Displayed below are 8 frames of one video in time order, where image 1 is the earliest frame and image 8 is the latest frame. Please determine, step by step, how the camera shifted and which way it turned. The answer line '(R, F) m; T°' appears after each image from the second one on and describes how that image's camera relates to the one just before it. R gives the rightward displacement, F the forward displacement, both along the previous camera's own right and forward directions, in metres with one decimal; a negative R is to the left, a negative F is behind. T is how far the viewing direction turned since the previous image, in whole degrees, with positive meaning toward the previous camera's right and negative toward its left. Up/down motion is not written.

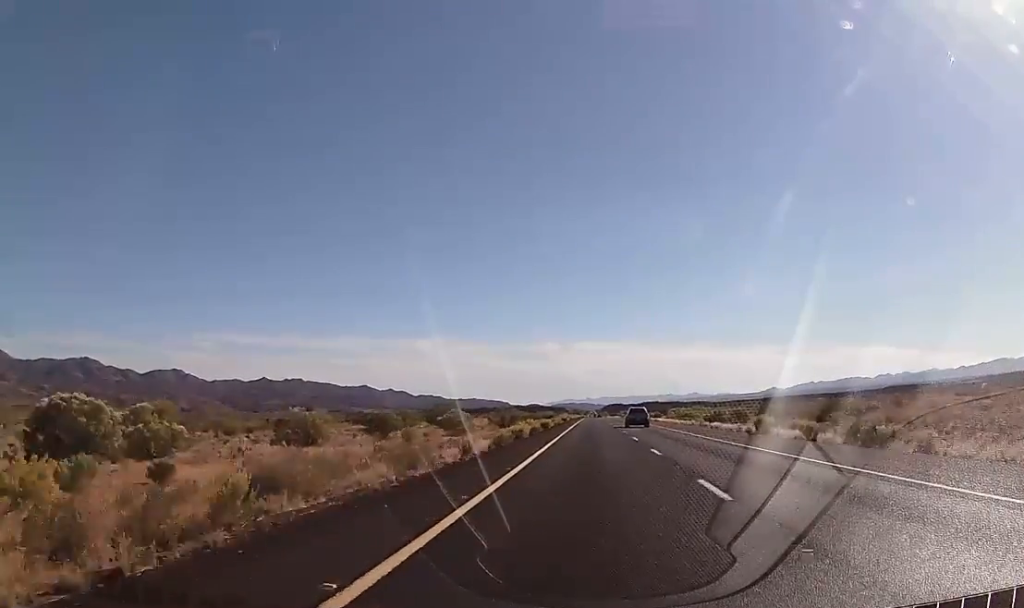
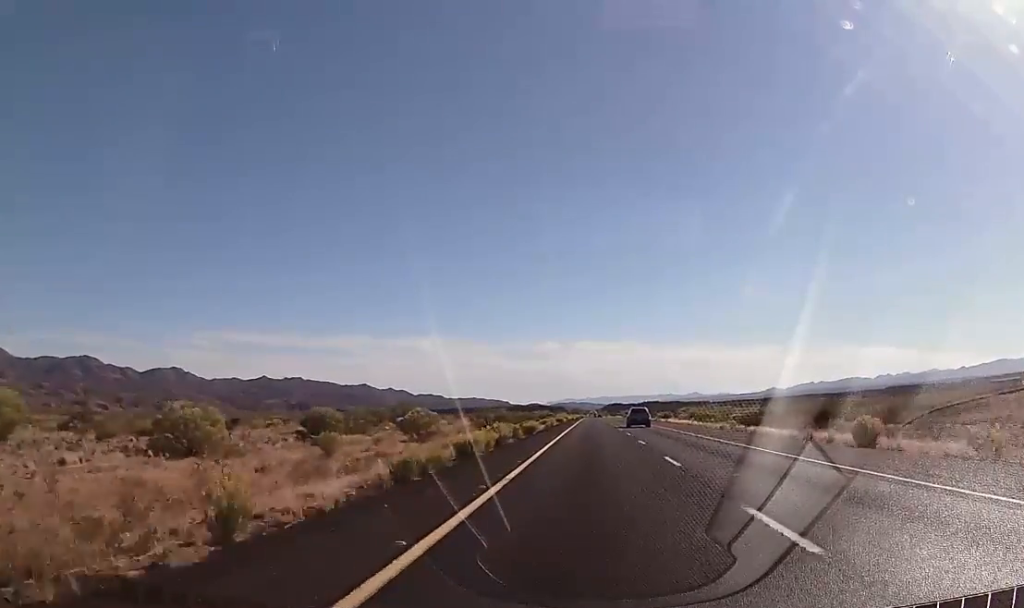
(-0.1, +16.5) m; 0°
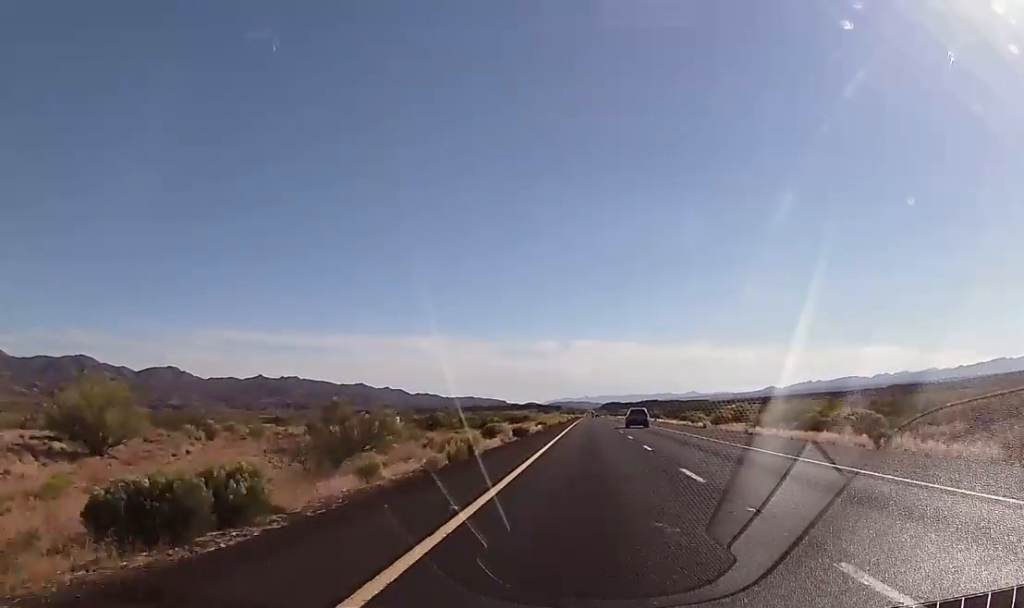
(+0.2, +52.0) m; 0°
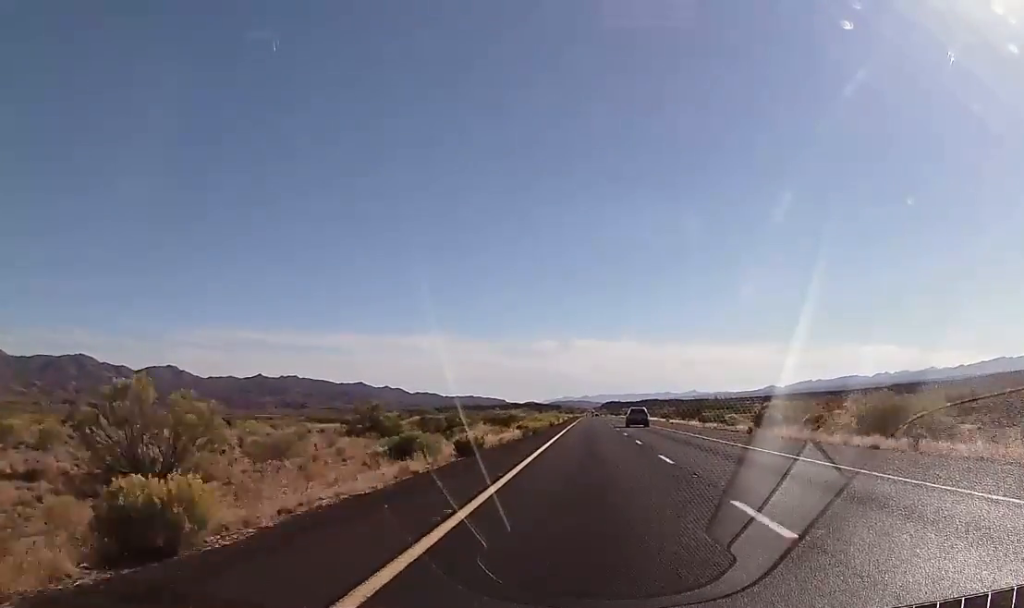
(-0.2, +19.1) m; 0°
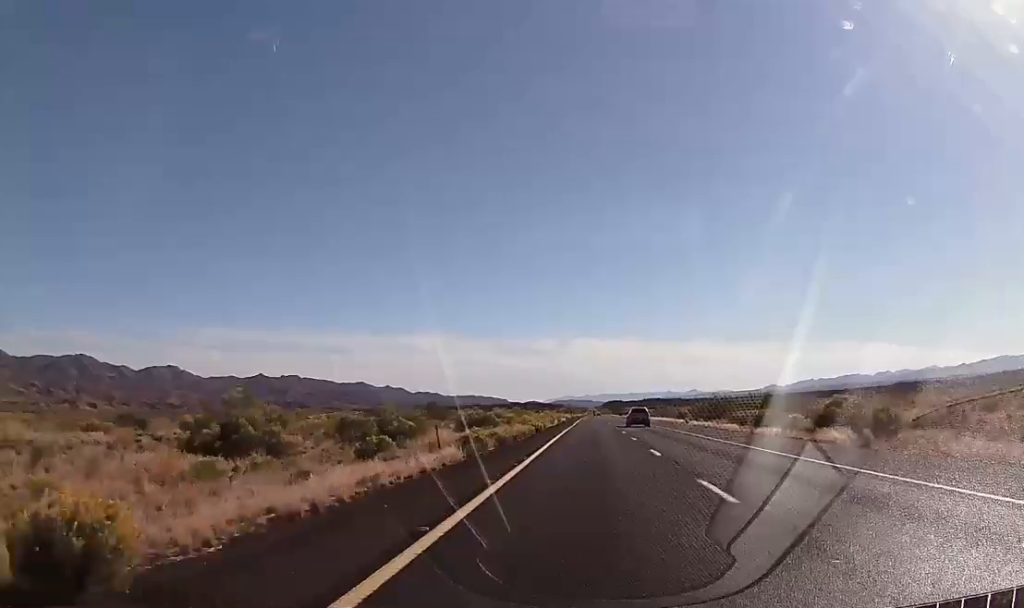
(+0.2, +20.3) m; 0°
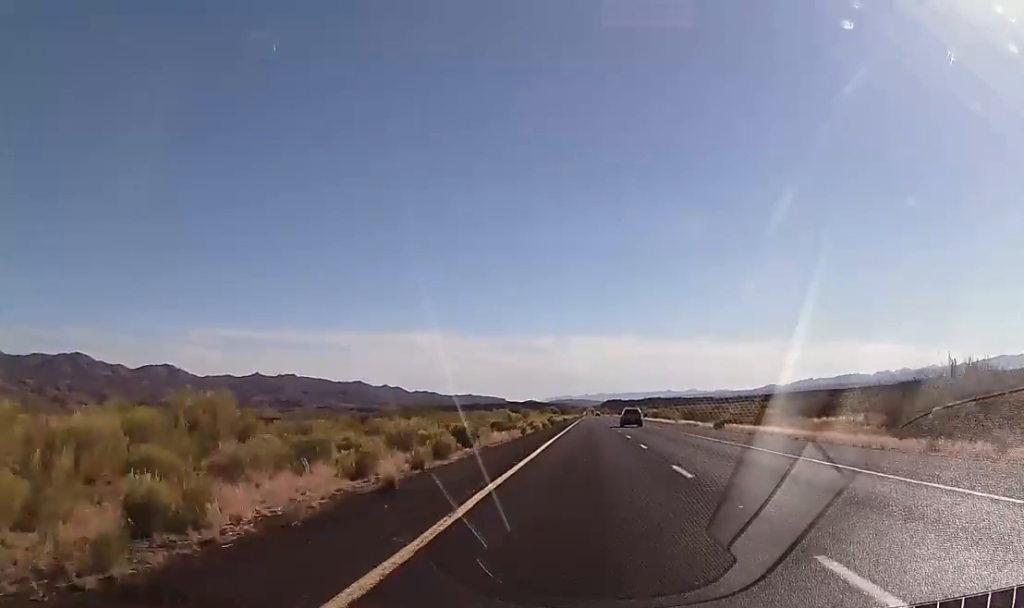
(-0.5, +79.7) m; 0°
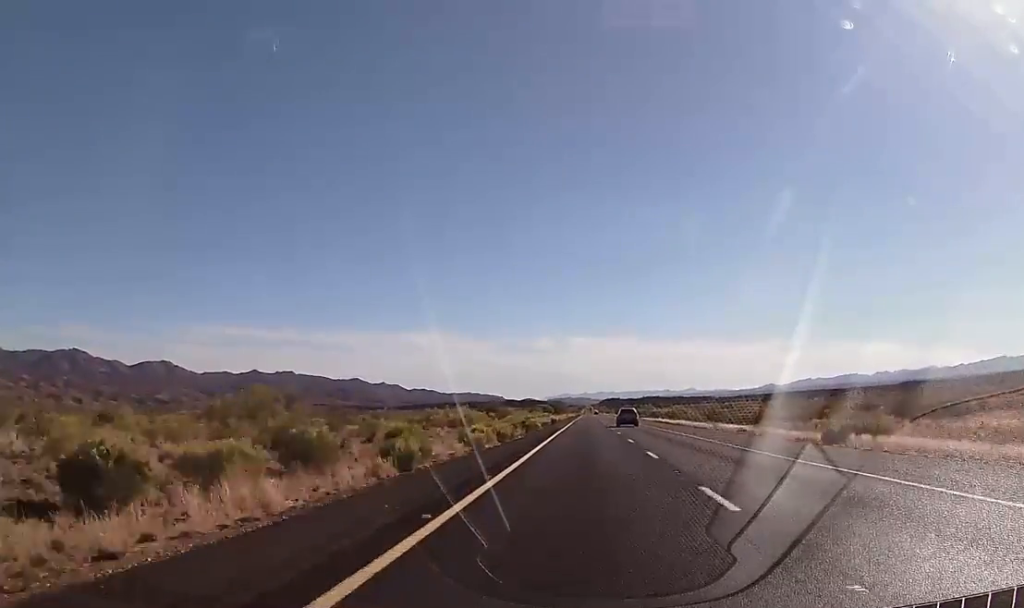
(+0.1, +29.1) m; 0°
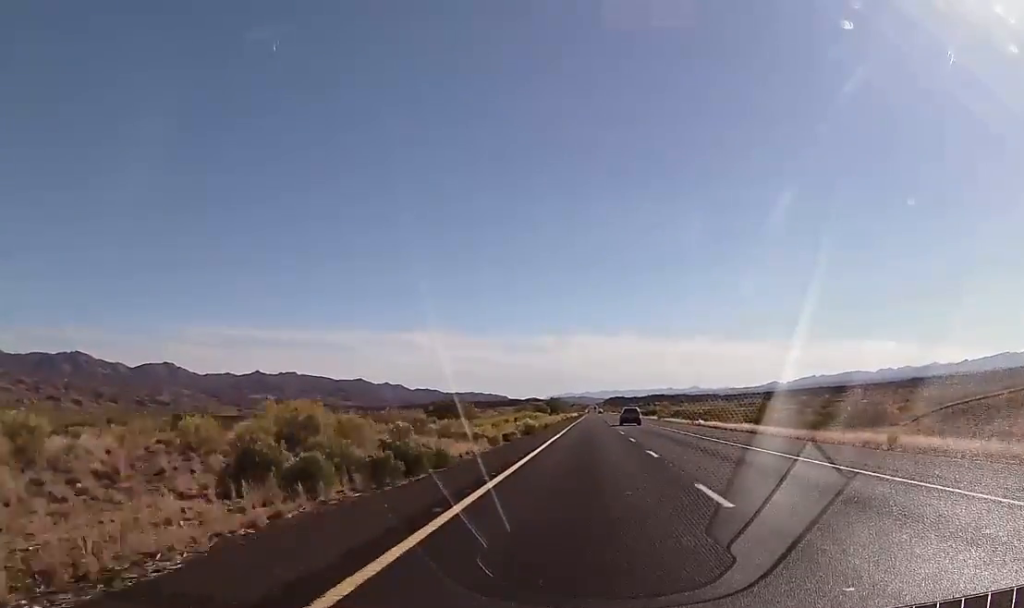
(+0.2, +35.4) m; 0°
